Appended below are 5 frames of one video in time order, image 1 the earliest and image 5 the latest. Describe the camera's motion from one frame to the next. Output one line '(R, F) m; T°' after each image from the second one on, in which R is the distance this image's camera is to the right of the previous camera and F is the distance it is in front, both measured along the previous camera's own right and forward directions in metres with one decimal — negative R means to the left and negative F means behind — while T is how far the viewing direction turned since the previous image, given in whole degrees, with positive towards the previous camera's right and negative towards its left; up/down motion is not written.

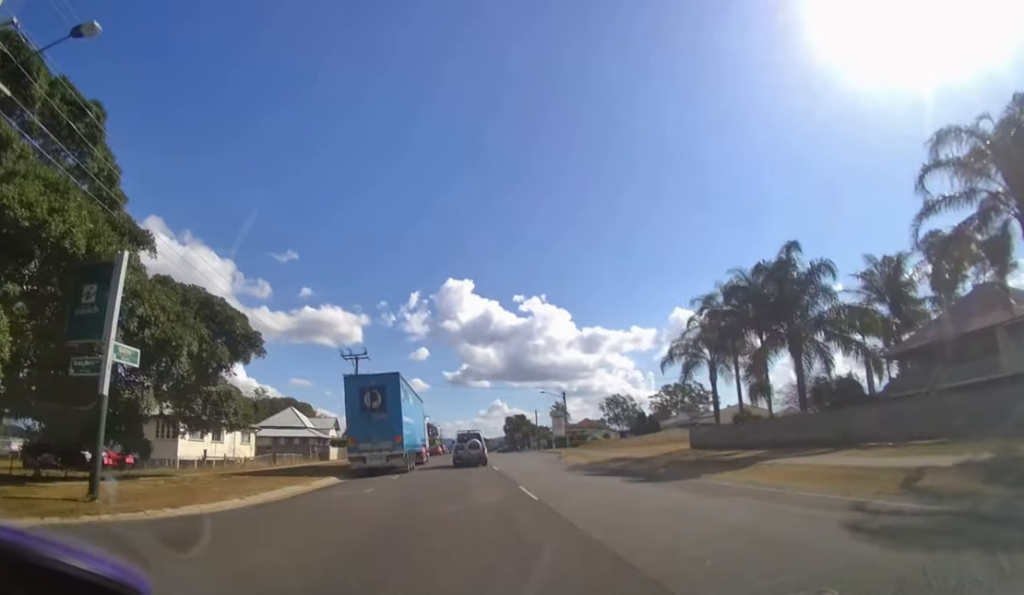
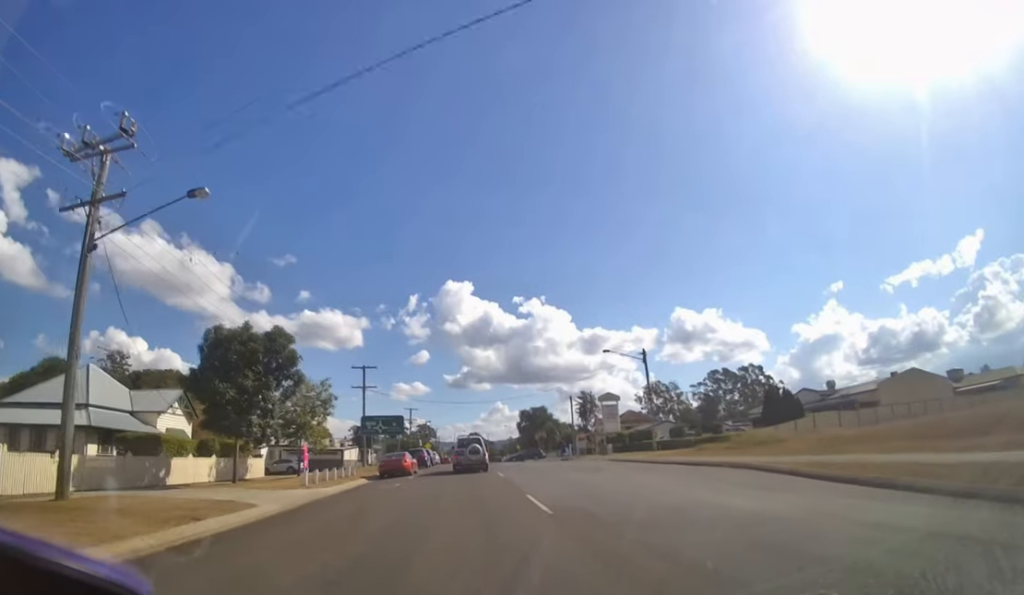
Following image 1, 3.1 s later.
(+0.1, +41.1) m; 0°
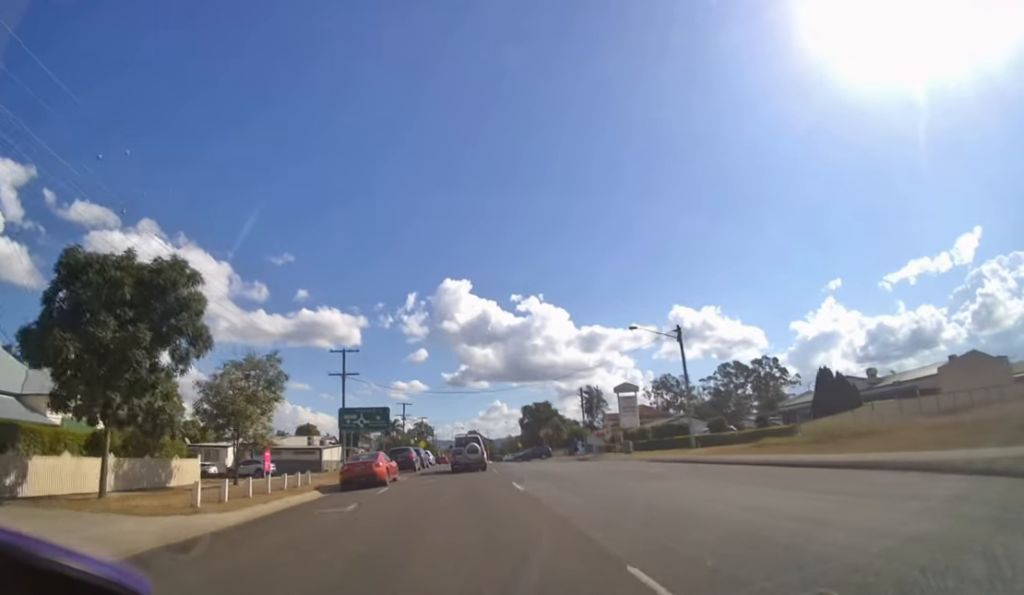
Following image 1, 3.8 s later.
(0.0, +7.7) m; 0°
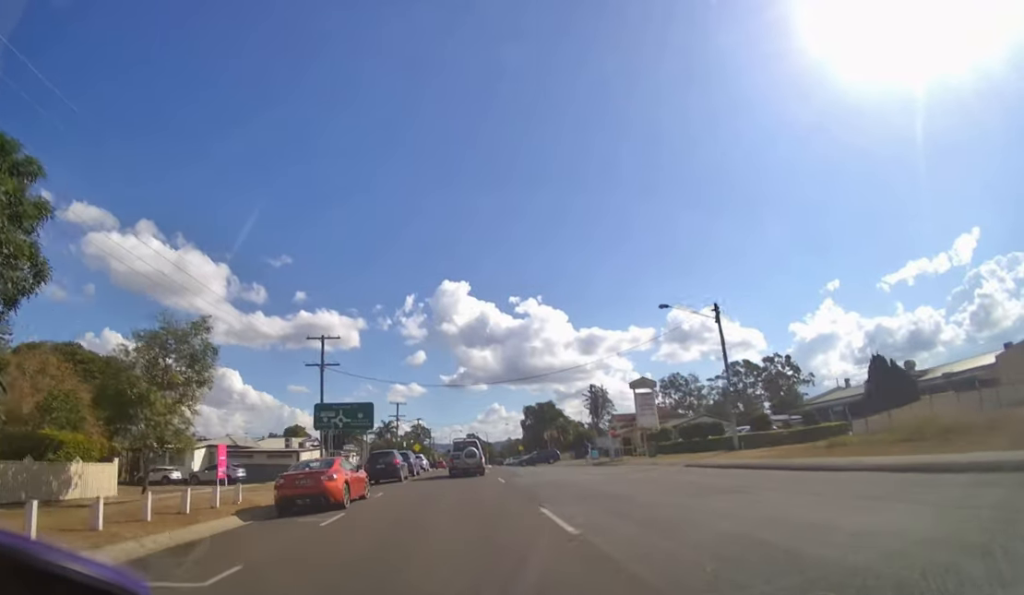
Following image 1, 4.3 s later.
(0.0, +5.9) m; 0°
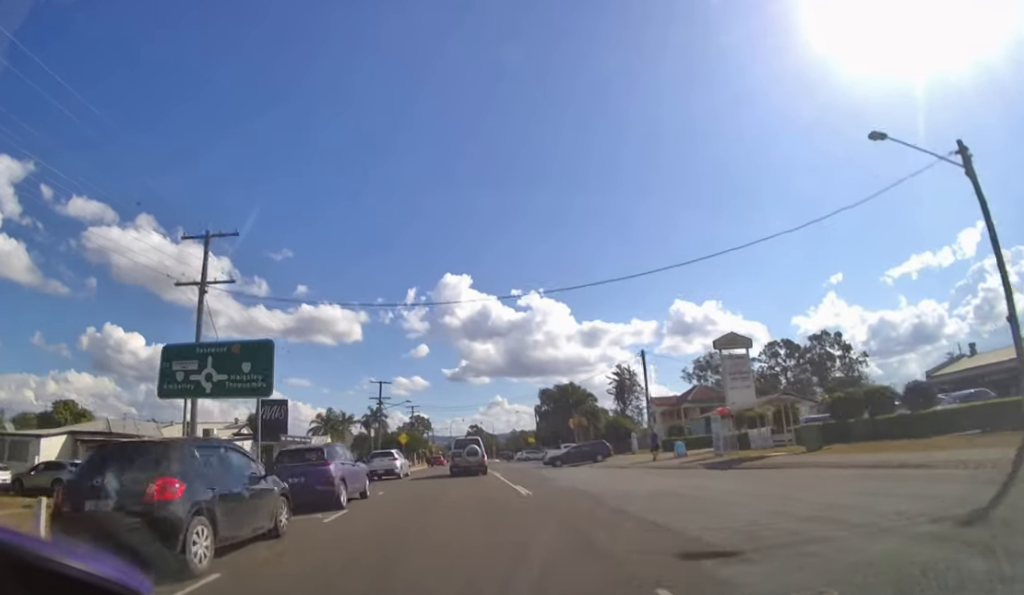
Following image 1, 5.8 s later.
(0.0, +15.5) m; 0°
